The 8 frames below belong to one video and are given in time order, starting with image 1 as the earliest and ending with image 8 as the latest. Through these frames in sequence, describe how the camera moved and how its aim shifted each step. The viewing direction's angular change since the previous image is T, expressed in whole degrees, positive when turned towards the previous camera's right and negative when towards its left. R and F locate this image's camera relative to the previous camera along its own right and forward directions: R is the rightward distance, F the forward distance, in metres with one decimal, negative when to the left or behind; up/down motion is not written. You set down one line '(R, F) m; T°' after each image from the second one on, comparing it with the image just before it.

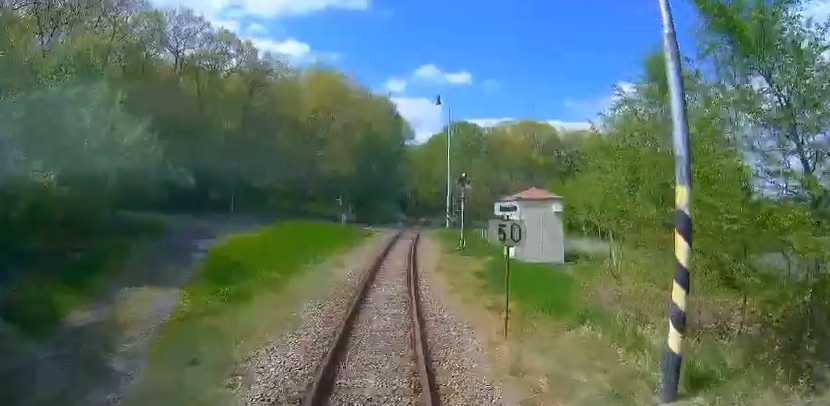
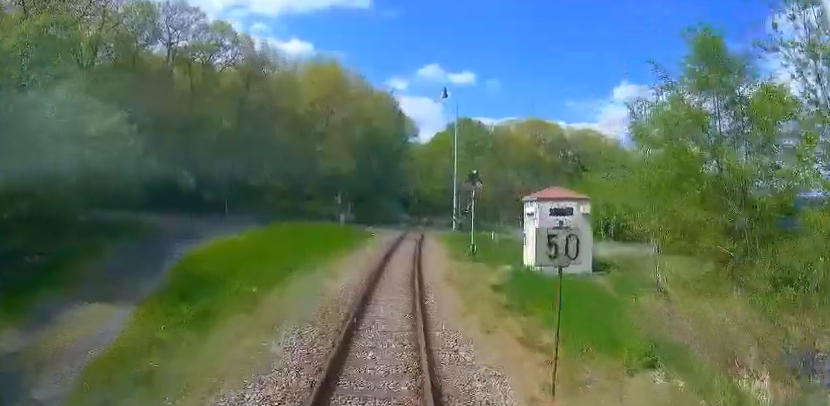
(0.0, +2.7) m; -2°
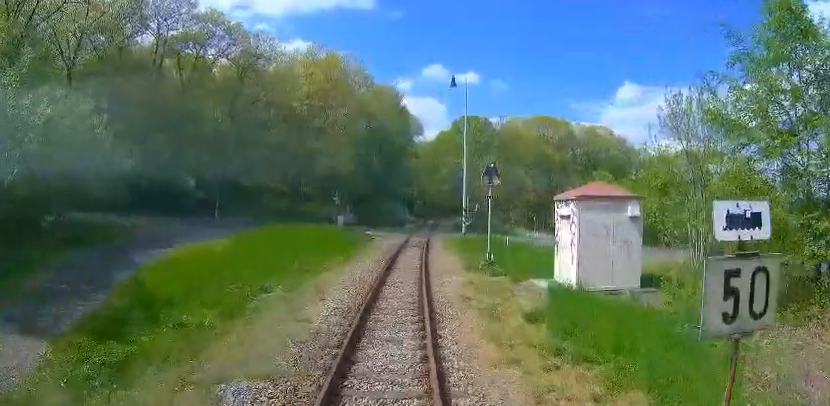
(-0.3, +3.3) m; -1°
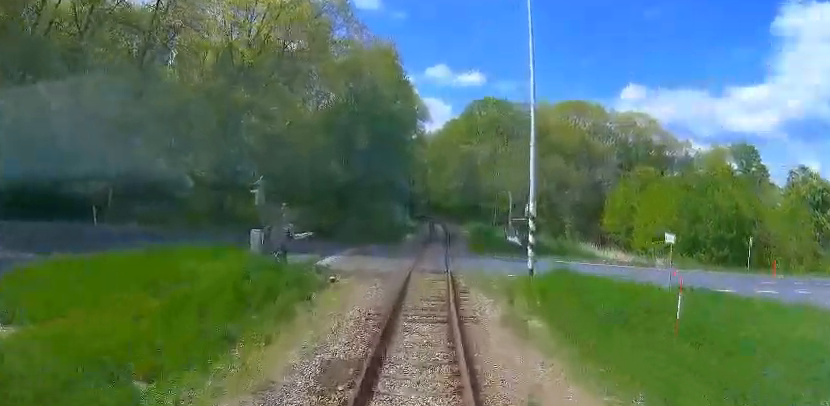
(+1.1, +18.2) m; +4°
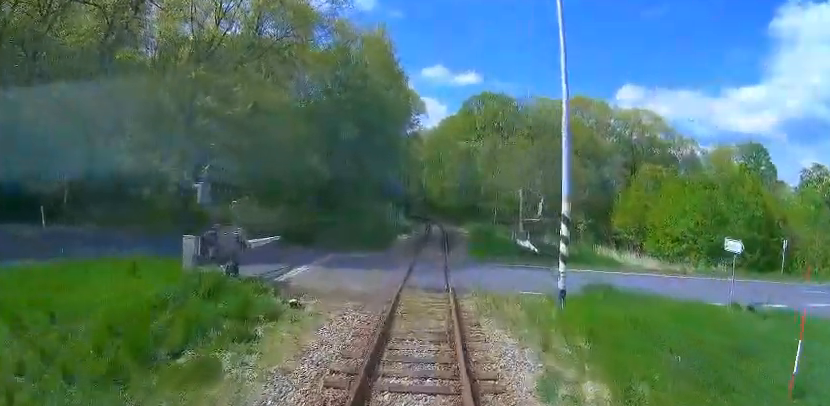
(0.0, +4.1) m; 0°
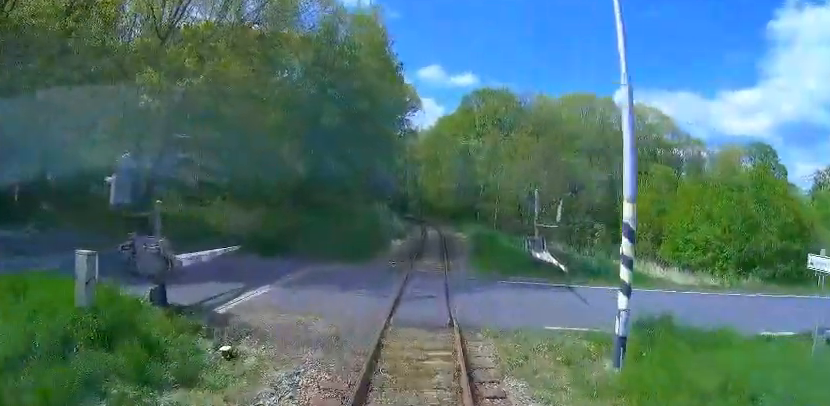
(0.0, +3.8) m; 0°
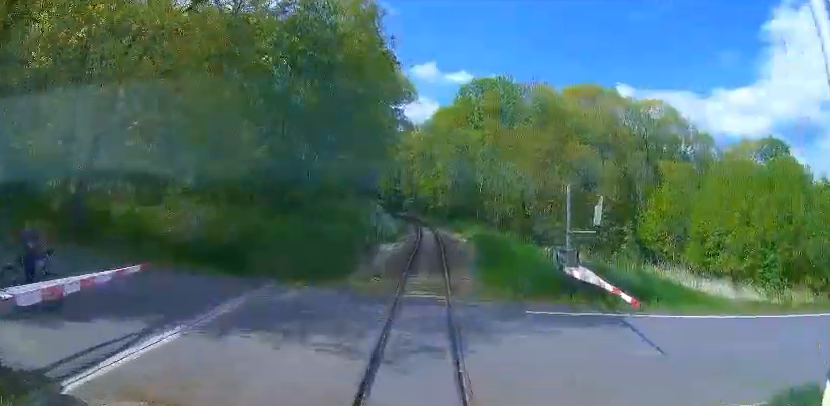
(0.0, +4.7) m; 0°
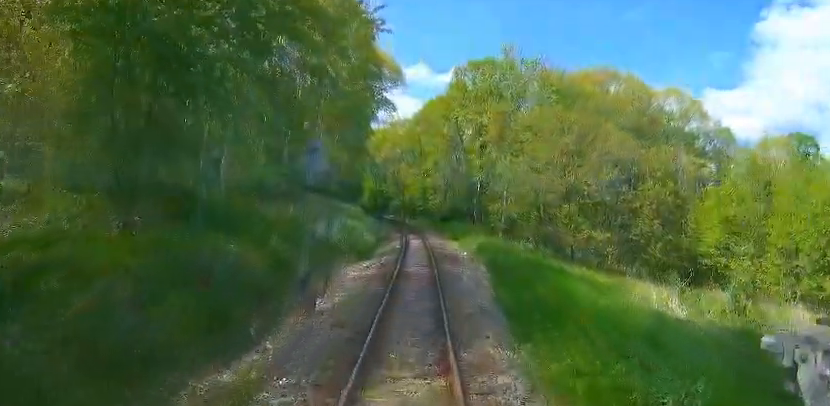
(0.0, +10.2) m; 0°
